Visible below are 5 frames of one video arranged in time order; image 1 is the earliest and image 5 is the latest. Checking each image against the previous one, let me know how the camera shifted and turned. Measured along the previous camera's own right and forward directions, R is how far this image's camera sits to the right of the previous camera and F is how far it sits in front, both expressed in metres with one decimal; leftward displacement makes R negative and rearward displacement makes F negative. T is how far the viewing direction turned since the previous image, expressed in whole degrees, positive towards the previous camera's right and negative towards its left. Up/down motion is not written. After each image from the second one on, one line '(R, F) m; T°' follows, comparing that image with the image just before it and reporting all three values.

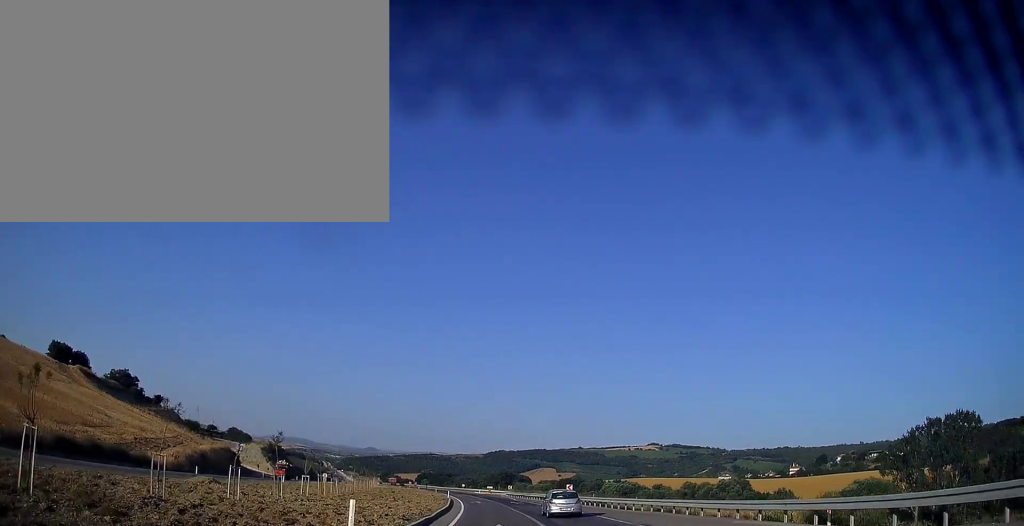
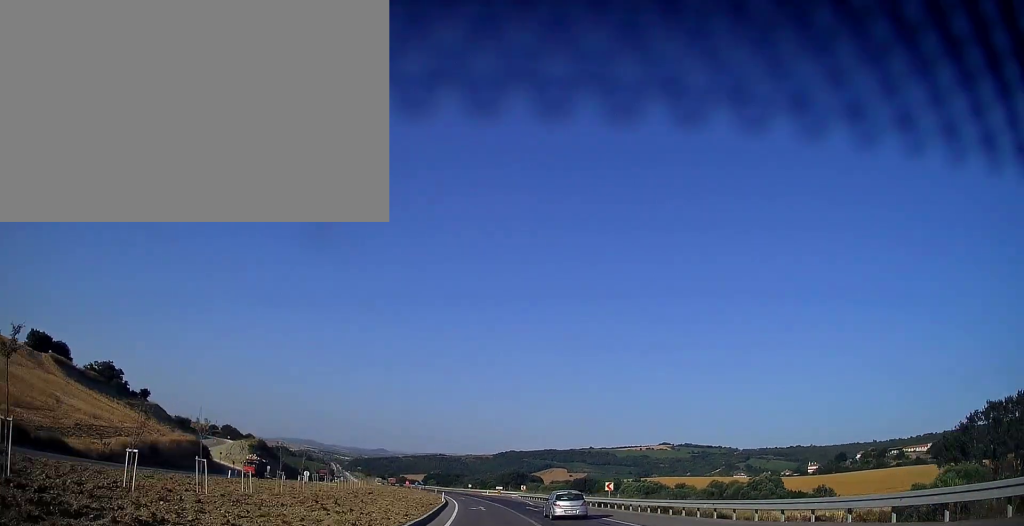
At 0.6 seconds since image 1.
(-0.1, +18.0) m; -1°
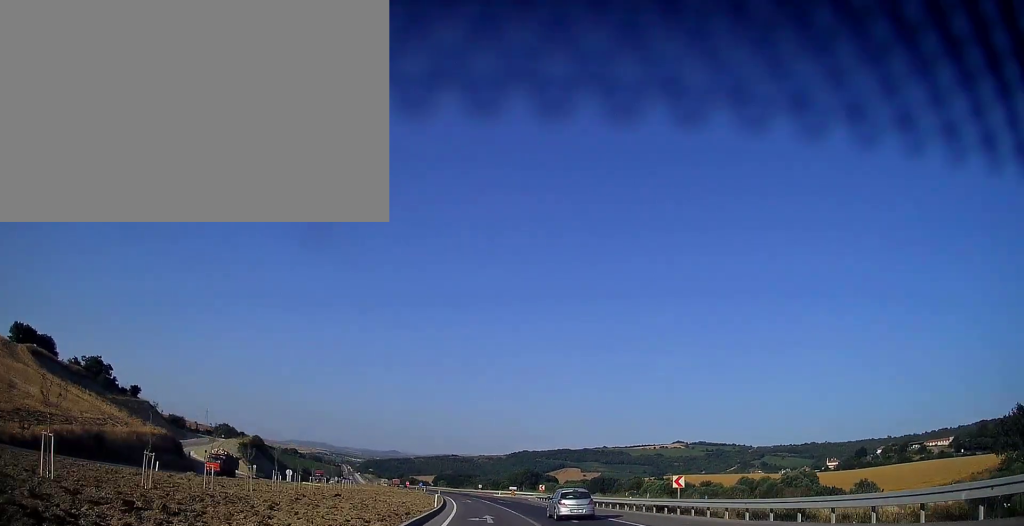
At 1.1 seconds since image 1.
(+0.1, +15.0) m; -1°
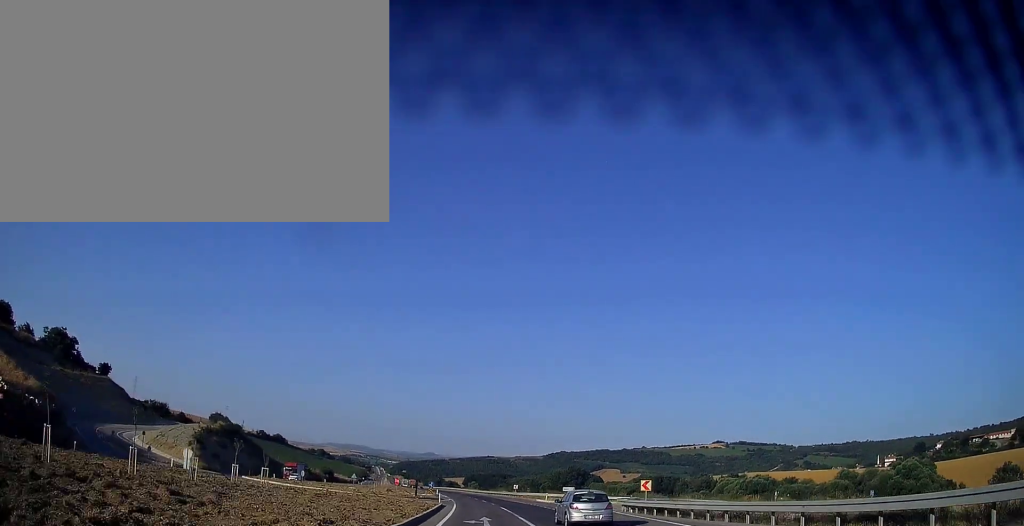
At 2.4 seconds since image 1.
(-1.5, +39.9) m; -4°
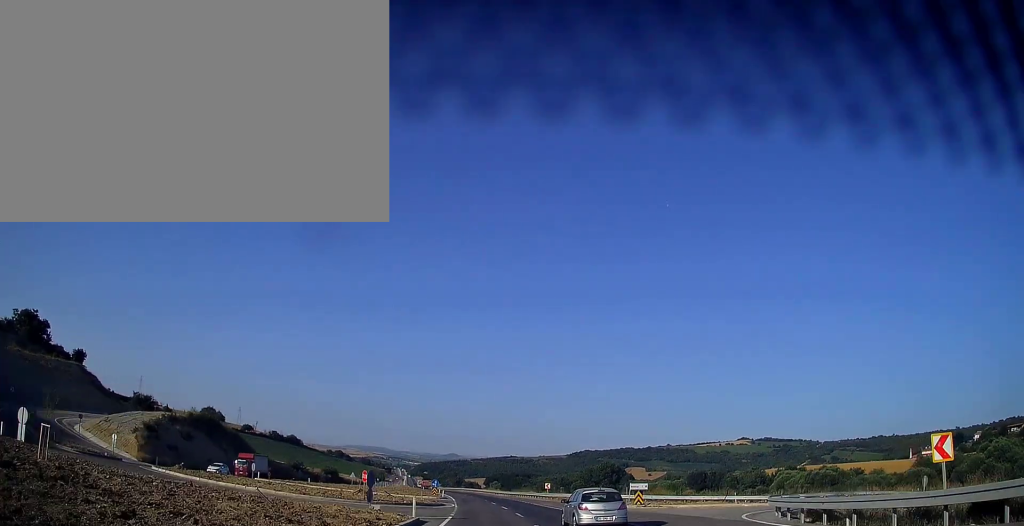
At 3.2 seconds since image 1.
(-0.4, +24.0) m; -2°
